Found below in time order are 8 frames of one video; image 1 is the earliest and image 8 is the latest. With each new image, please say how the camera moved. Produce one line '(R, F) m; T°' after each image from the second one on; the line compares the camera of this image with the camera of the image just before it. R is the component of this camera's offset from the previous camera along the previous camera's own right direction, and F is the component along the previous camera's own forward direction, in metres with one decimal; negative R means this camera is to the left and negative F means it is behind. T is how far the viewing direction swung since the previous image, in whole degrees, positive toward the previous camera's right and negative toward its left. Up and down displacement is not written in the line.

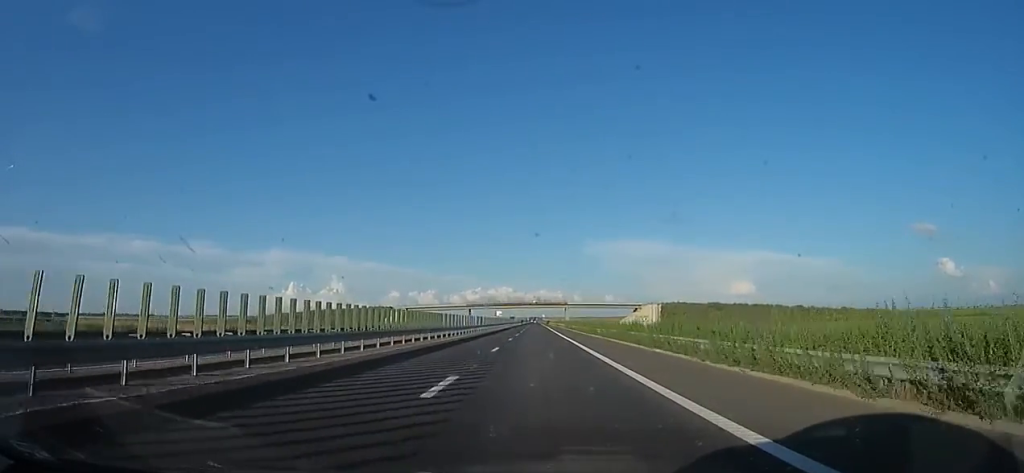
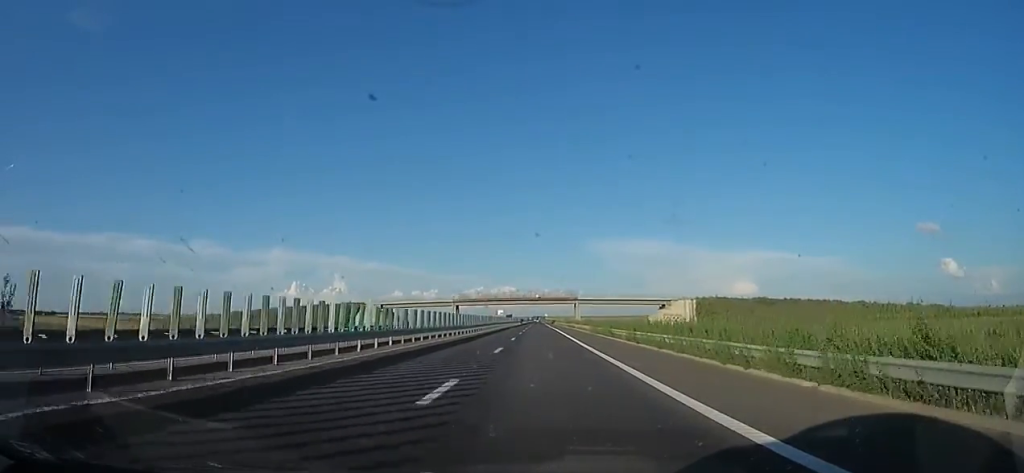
(-0.6, +36.5) m; -1°
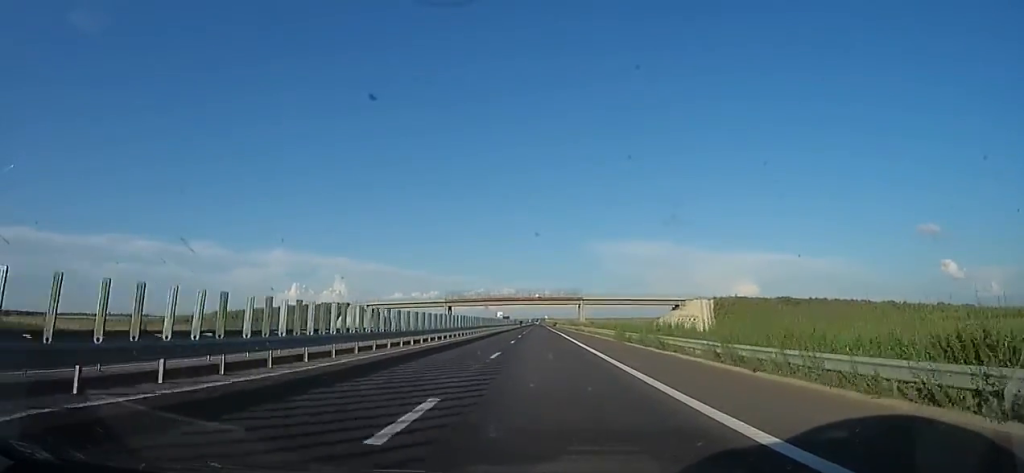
(0.0, +14.3) m; 0°
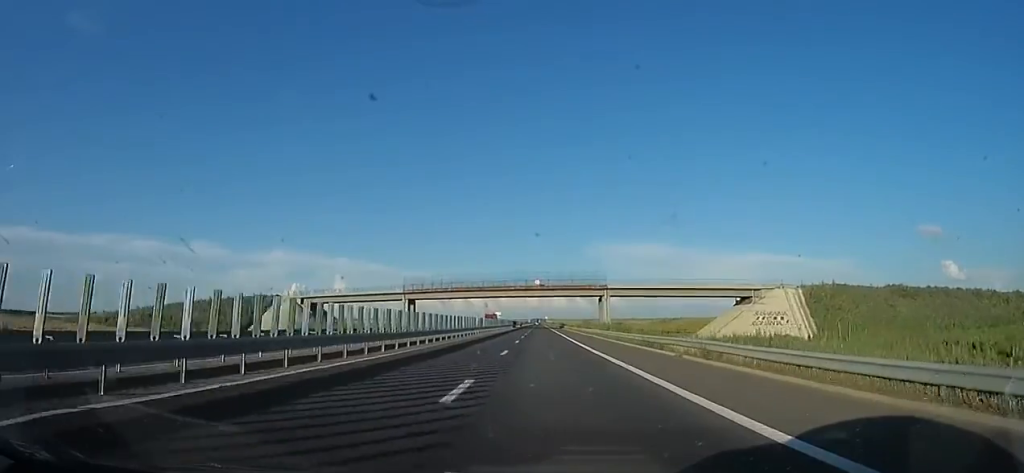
(0.0, +45.4) m; 0°
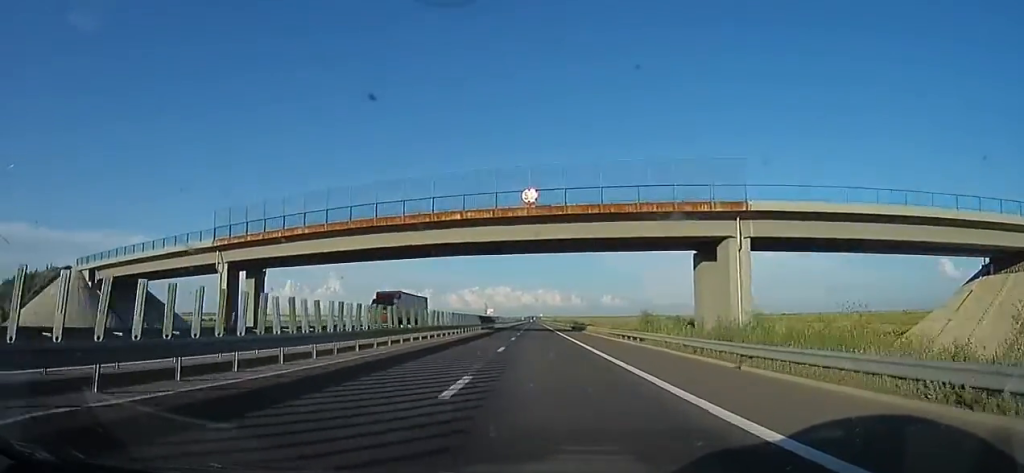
(0.0, +60.3) m; 0°
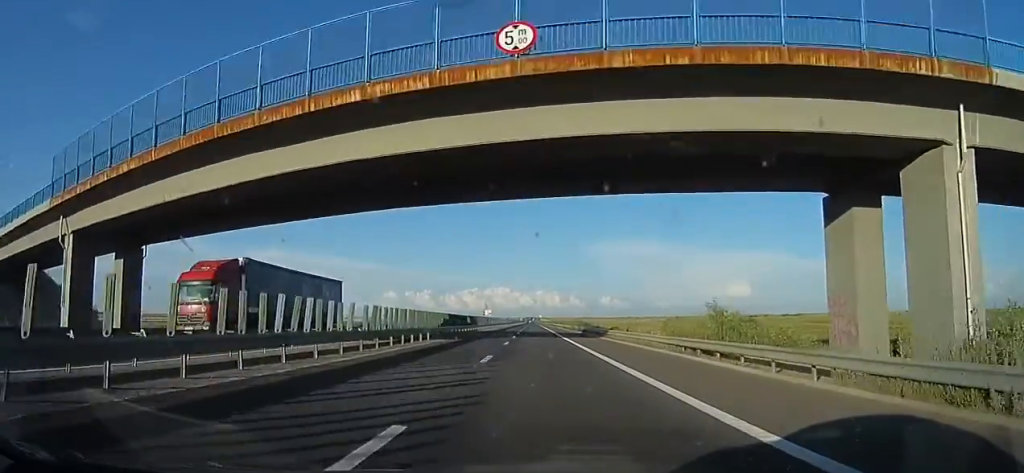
(+0.2, +17.5) m; 0°
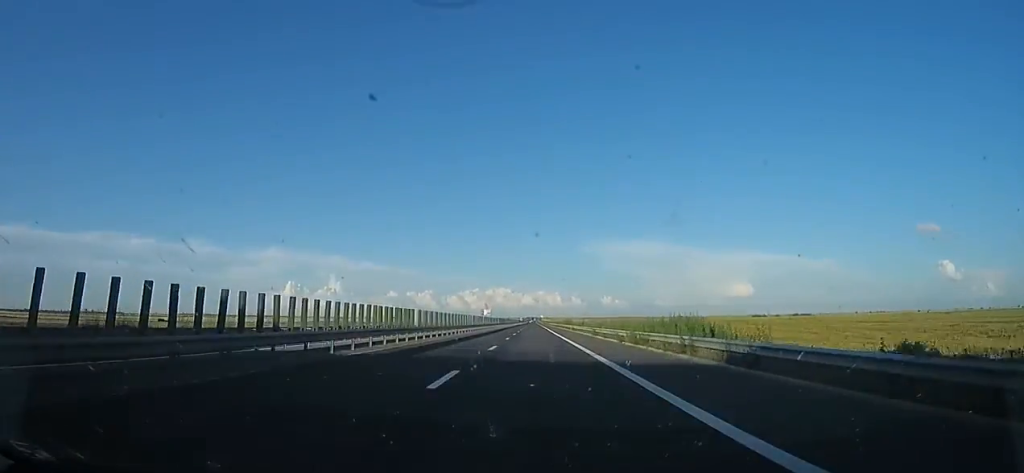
(-0.1, +42.5) m; 0°
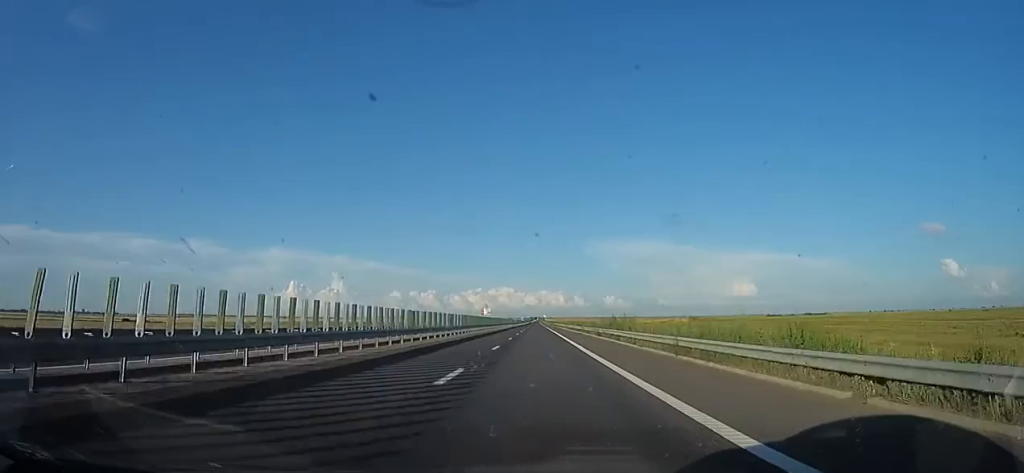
(-0.1, +47.9) m; 0°
